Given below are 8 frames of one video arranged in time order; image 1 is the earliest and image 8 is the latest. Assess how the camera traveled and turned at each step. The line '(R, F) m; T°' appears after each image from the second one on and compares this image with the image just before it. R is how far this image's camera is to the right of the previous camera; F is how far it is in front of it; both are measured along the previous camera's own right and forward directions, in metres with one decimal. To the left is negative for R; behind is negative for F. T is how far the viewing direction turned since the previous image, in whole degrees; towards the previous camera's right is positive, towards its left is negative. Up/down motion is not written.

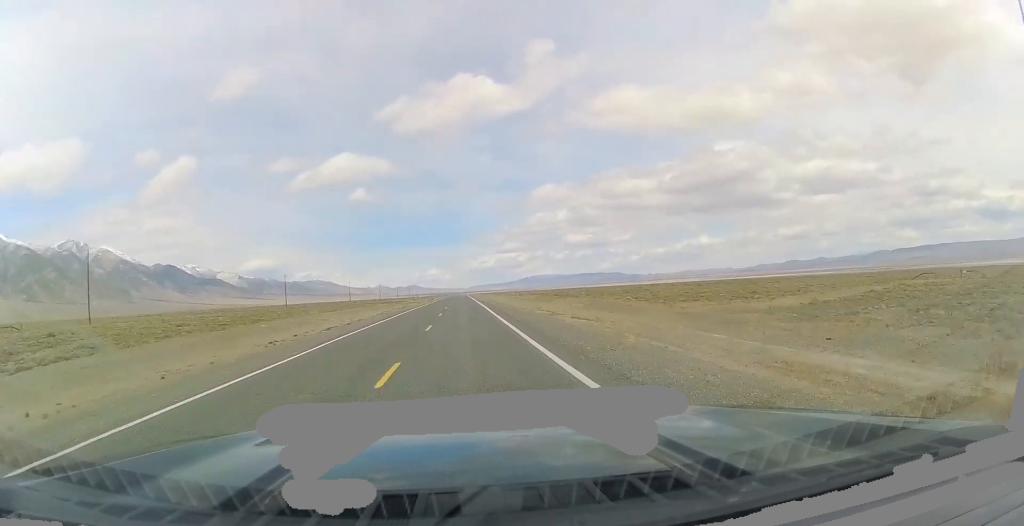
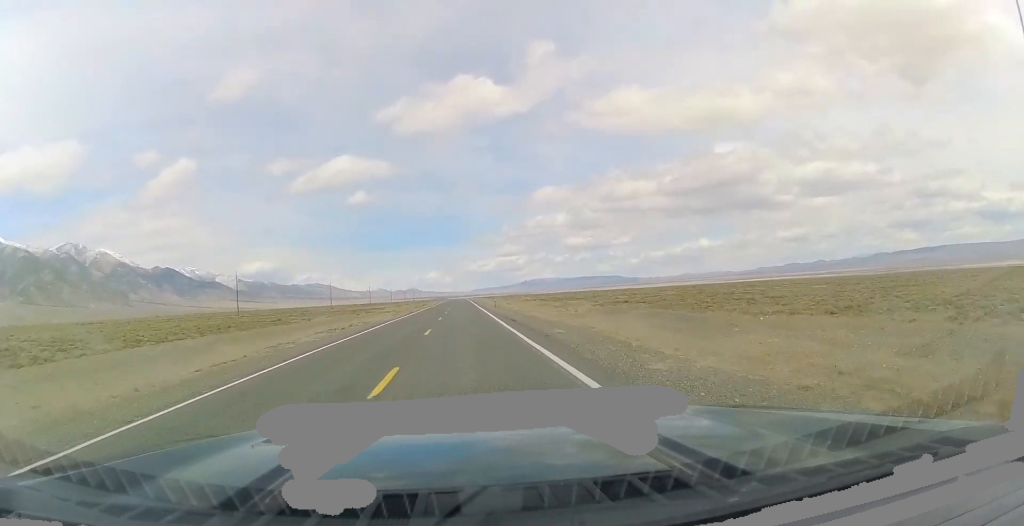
(0.0, +41.5) m; 0°
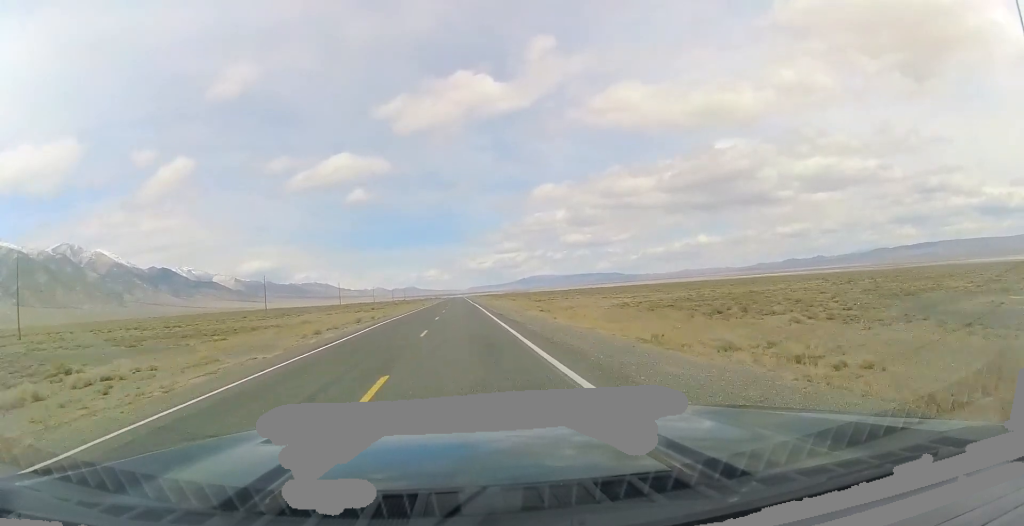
(+0.7, +83.1) m; +1°
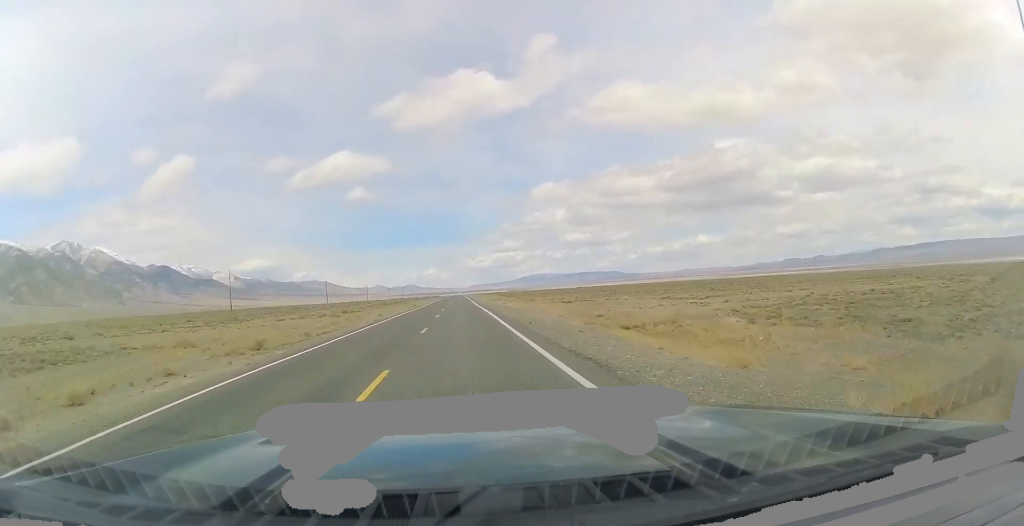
(-0.1, +26.8) m; +1°
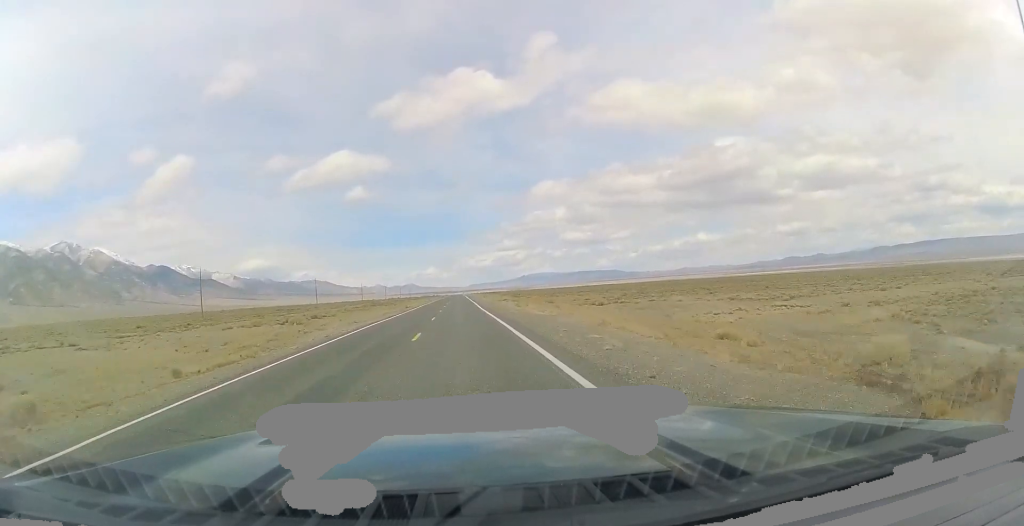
(-0.1, +17.1) m; 0°
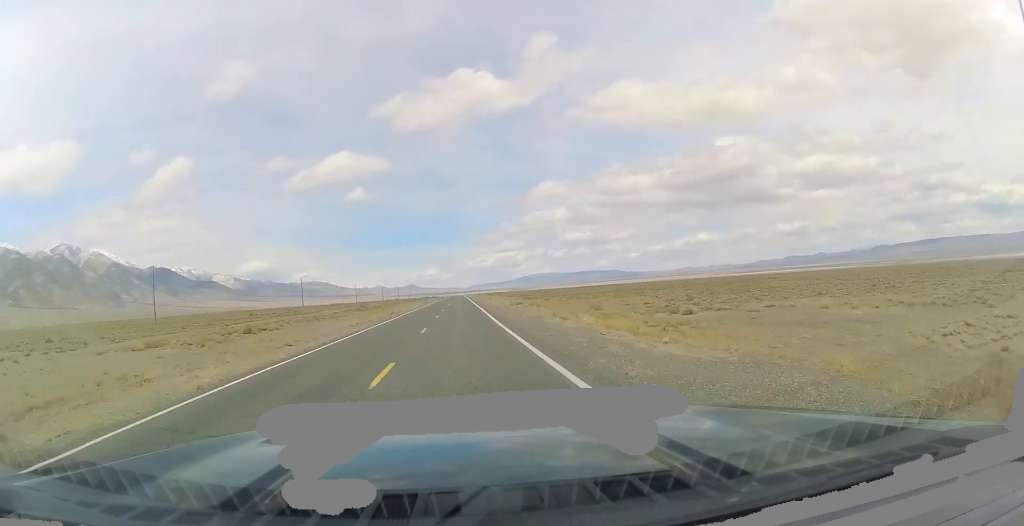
(+0.5, +22.0) m; 0°
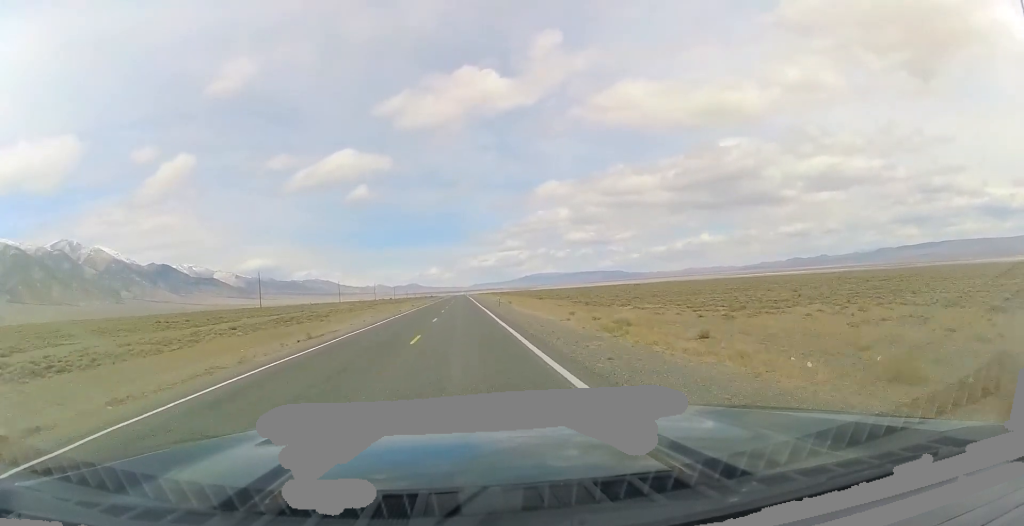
(-0.6, +46.3) m; -1°
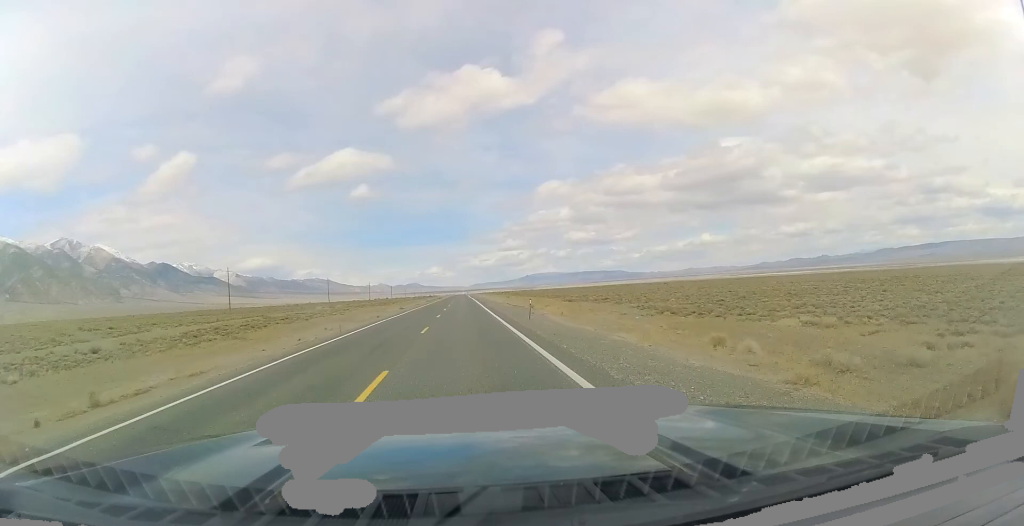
(0.0, +23.3) m; 0°
